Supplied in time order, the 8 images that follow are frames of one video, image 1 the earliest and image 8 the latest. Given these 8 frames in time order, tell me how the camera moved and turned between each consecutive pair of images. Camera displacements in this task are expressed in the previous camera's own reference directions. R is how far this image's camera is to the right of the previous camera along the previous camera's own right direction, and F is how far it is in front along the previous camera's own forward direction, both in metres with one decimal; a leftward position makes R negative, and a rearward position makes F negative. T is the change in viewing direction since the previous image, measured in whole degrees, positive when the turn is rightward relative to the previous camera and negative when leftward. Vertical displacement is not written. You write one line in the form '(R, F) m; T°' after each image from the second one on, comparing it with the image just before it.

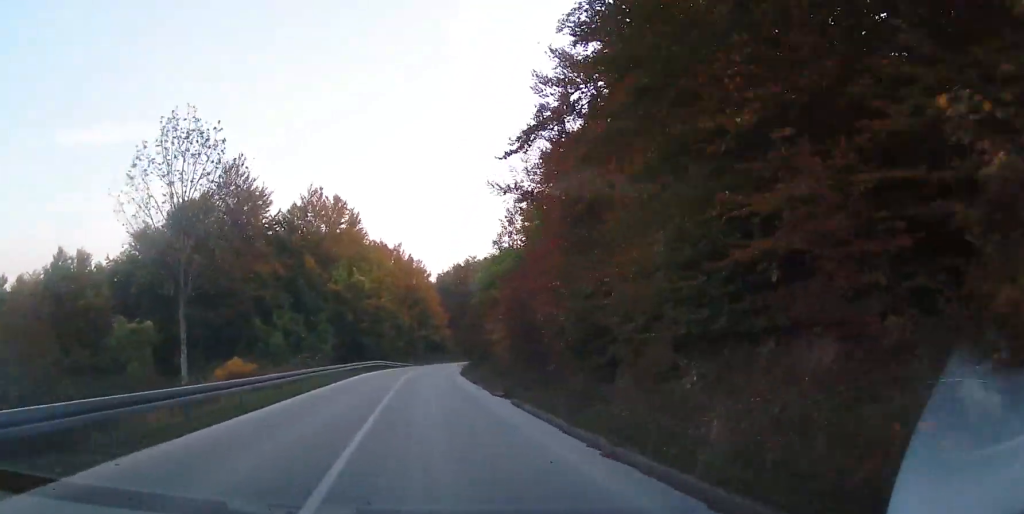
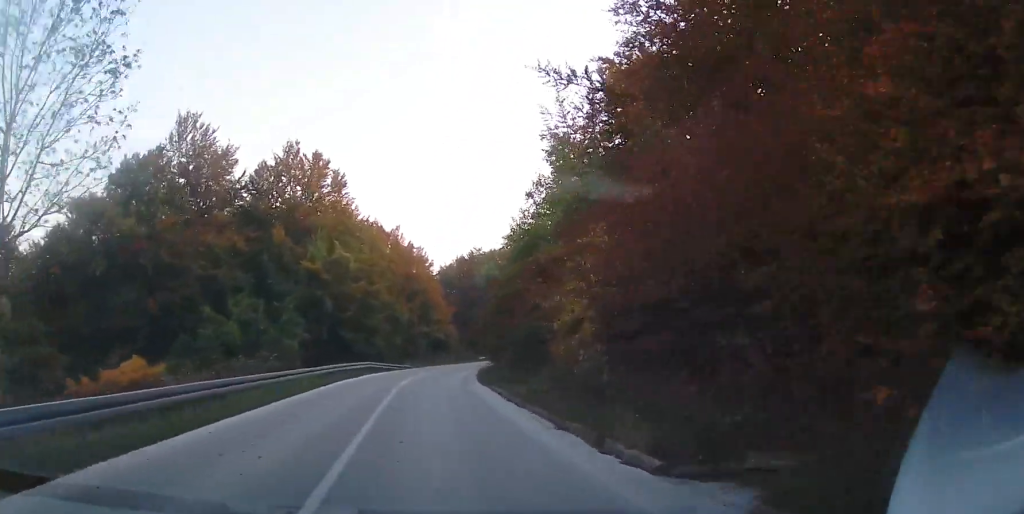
(+0.2, +12.0) m; +2°
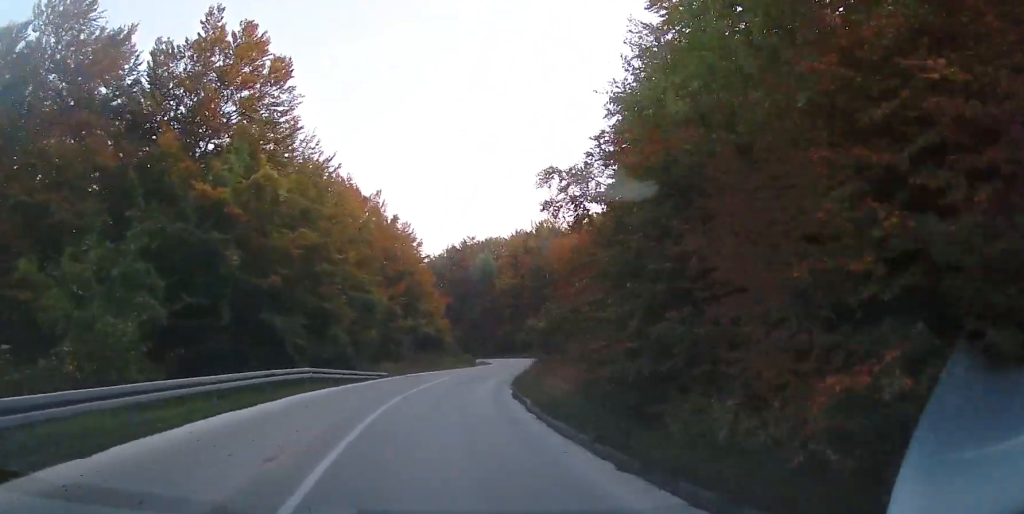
(+0.5, +18.2) m; +4°
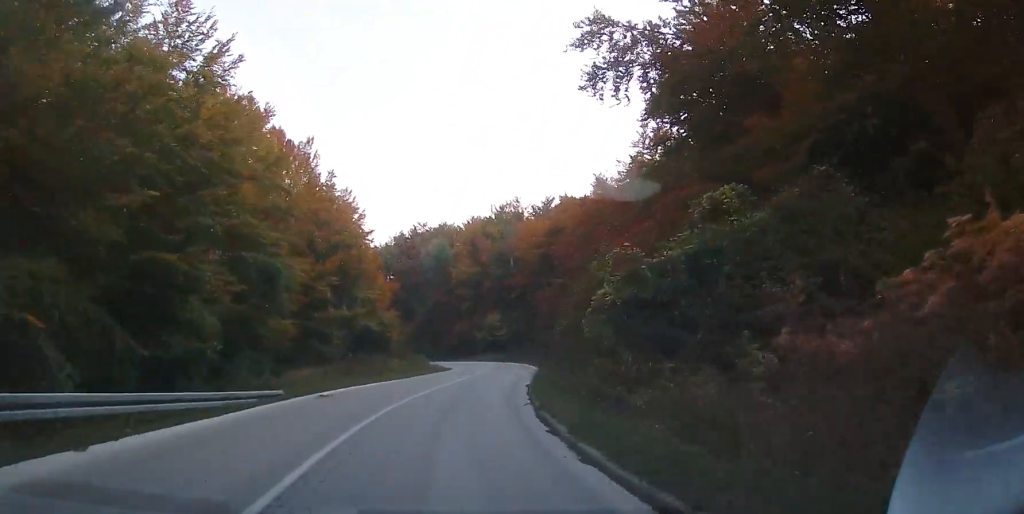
(+0.6, +15.8) m; +5°
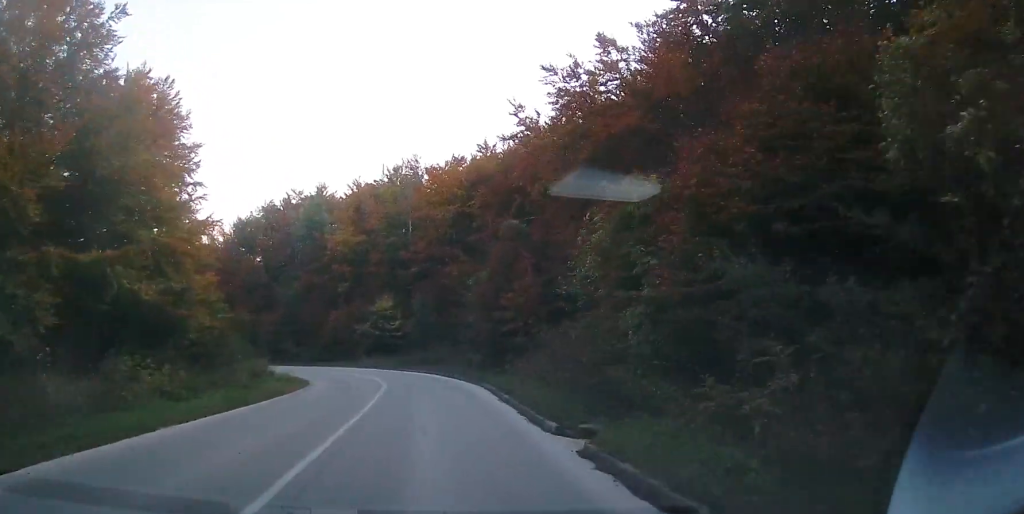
(+1.9, +24.9) m; +9°
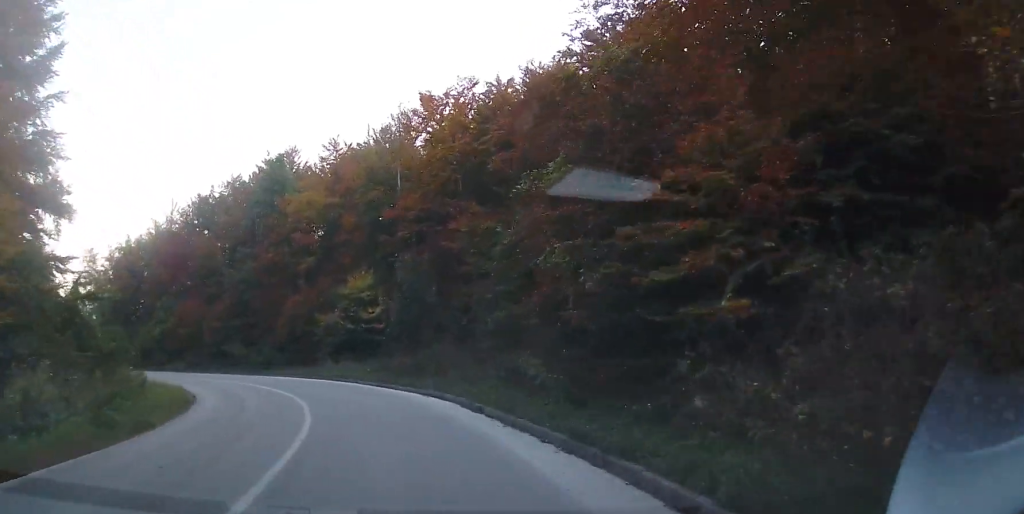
(+0.9, +16.8) m; +2°
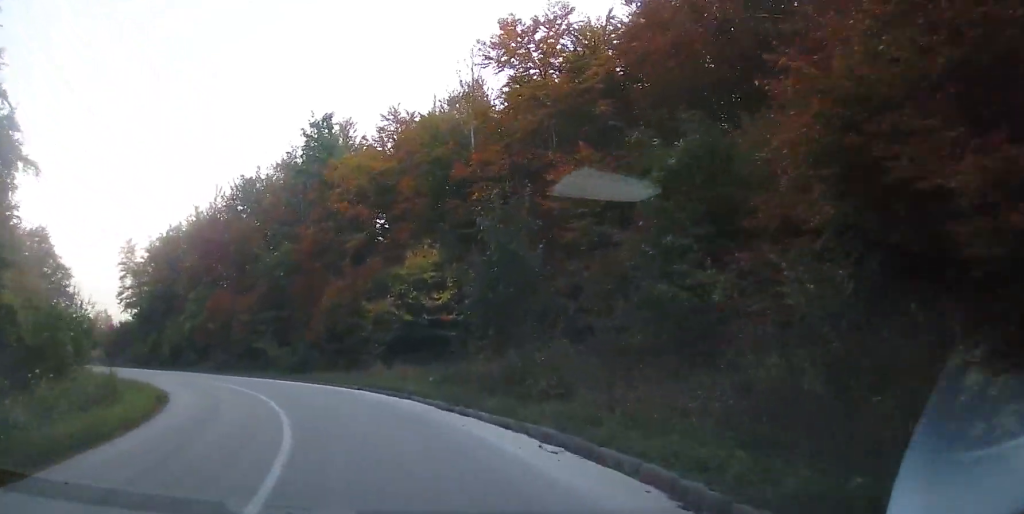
(0.0, +9.7) m; -9°
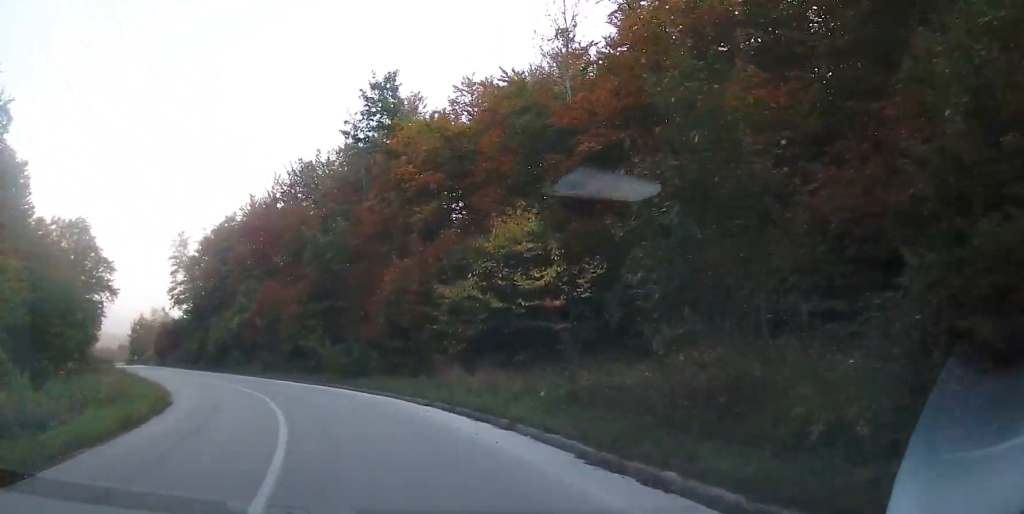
(-0.6, +7.5) m; -9°
